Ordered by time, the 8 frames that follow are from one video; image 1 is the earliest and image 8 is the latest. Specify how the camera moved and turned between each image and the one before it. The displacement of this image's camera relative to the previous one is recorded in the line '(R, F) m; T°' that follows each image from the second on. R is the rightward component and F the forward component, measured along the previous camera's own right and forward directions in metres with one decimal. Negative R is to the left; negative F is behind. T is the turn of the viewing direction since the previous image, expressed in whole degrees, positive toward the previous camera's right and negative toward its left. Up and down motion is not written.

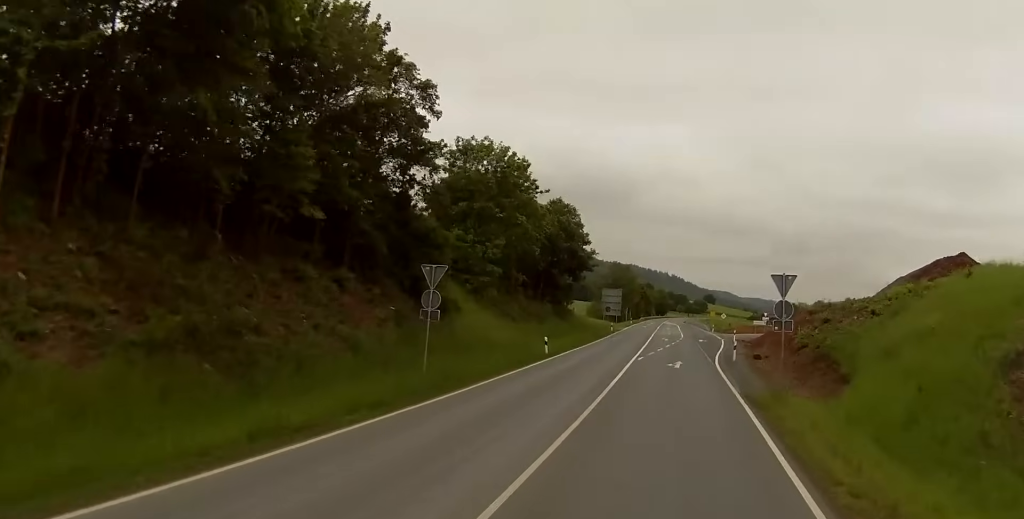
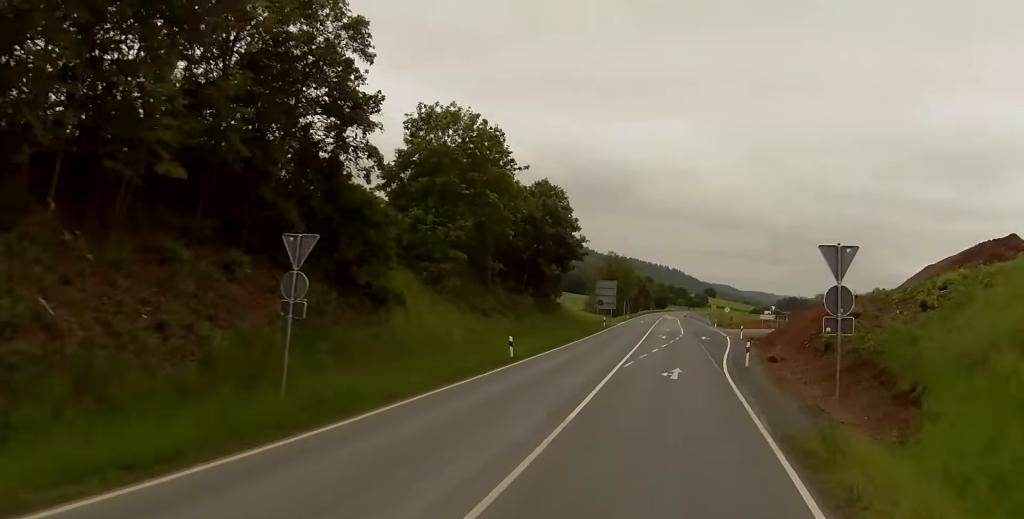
(-0.1, +9.3) m; 0°
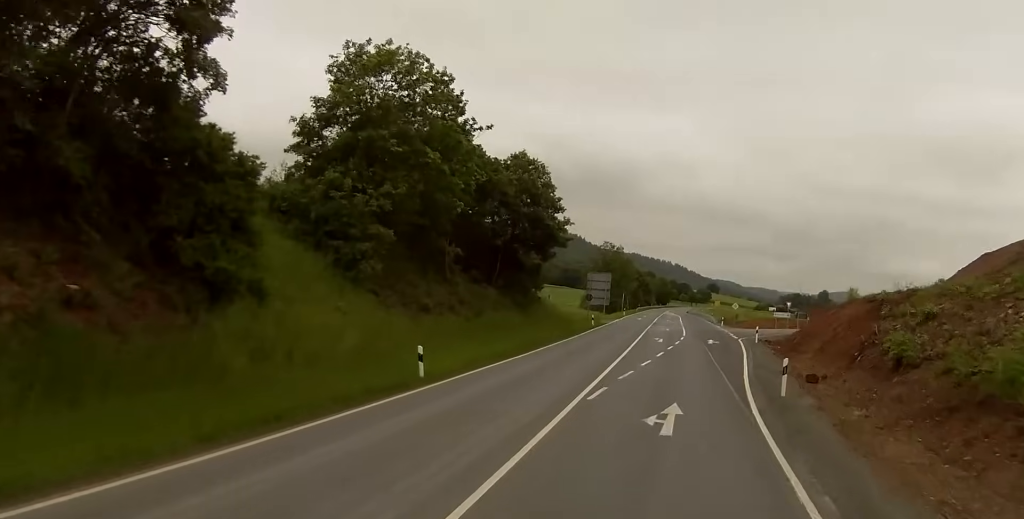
(0.0, +13.2) m; 0°
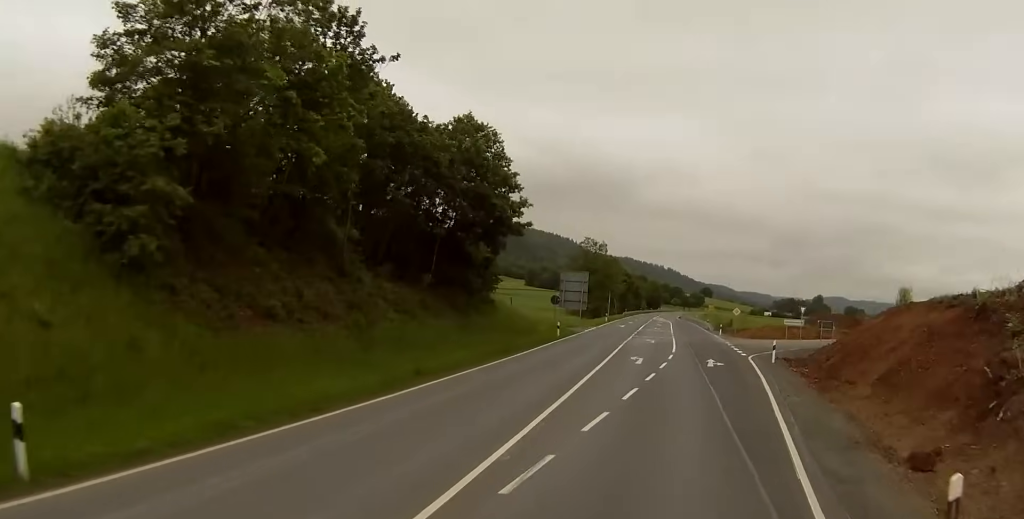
(-0.1, +16.3) m; 0°
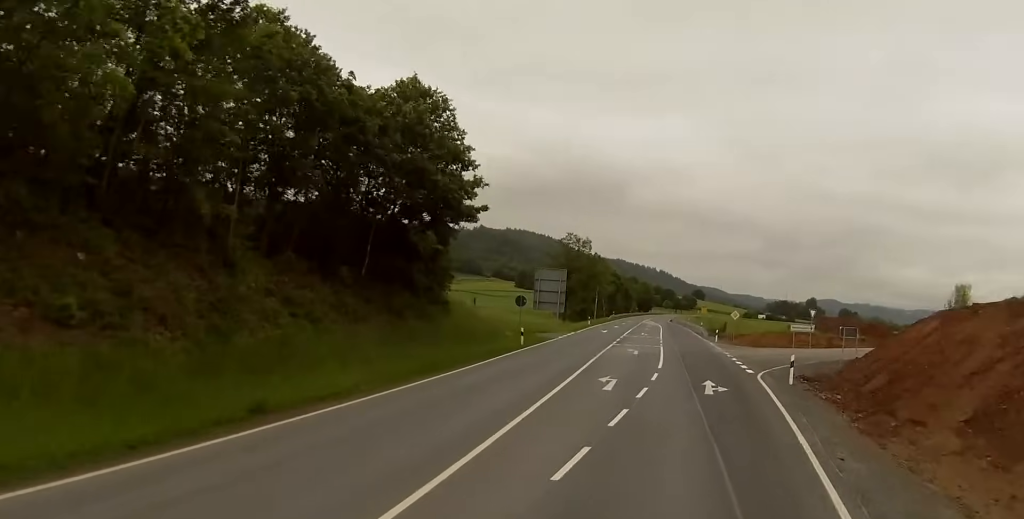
(0.0, +10.4) m; +1°
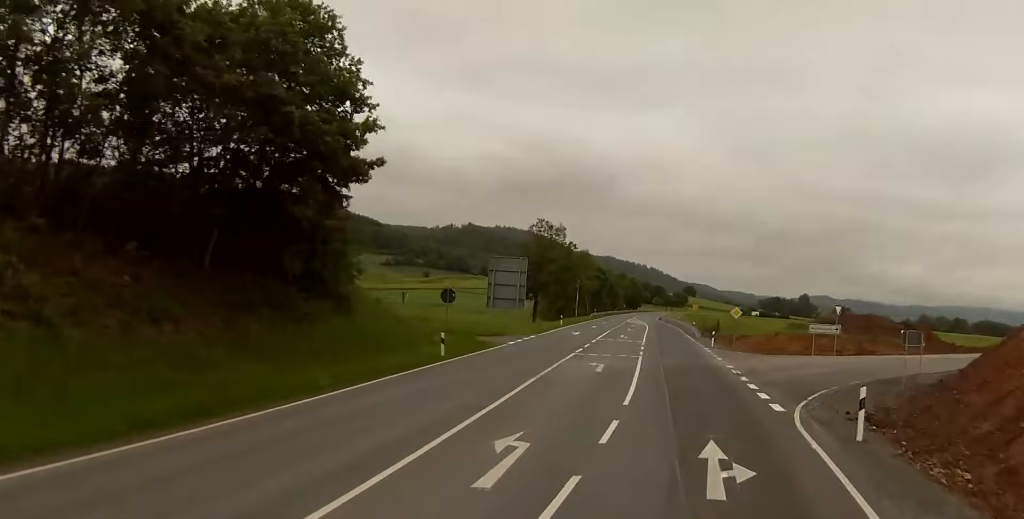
(+0.3, +14.3) m; 0°
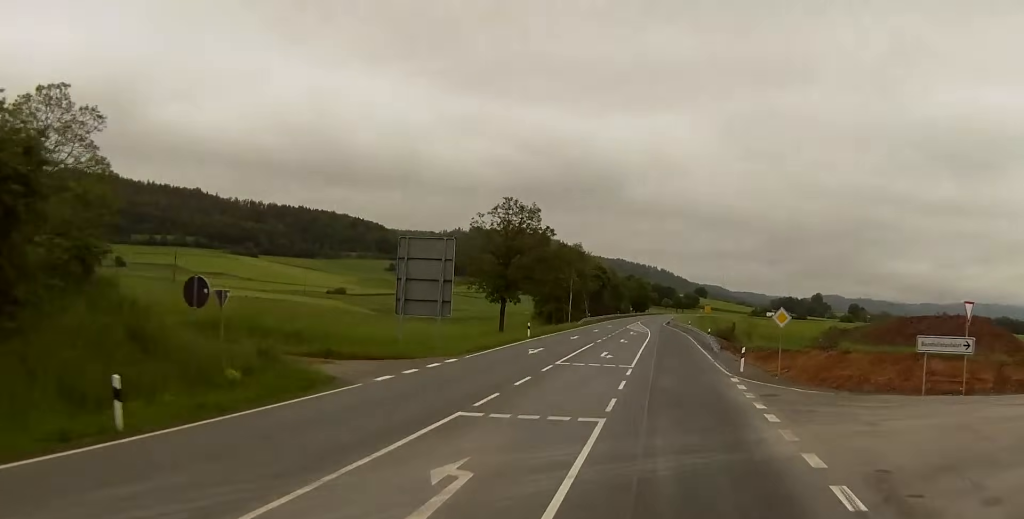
(0.0, +21.3) m; -1°
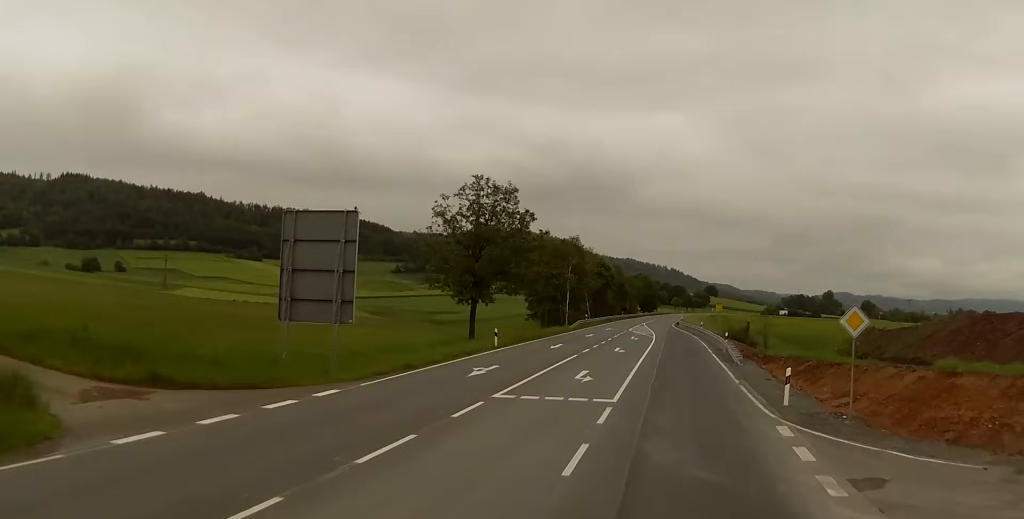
(-0.2, +13.0) m; -1°
